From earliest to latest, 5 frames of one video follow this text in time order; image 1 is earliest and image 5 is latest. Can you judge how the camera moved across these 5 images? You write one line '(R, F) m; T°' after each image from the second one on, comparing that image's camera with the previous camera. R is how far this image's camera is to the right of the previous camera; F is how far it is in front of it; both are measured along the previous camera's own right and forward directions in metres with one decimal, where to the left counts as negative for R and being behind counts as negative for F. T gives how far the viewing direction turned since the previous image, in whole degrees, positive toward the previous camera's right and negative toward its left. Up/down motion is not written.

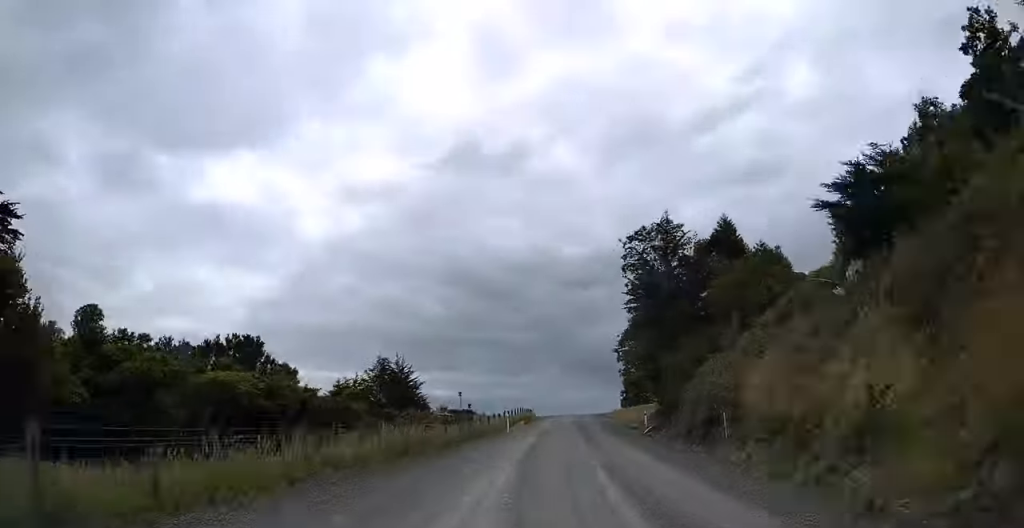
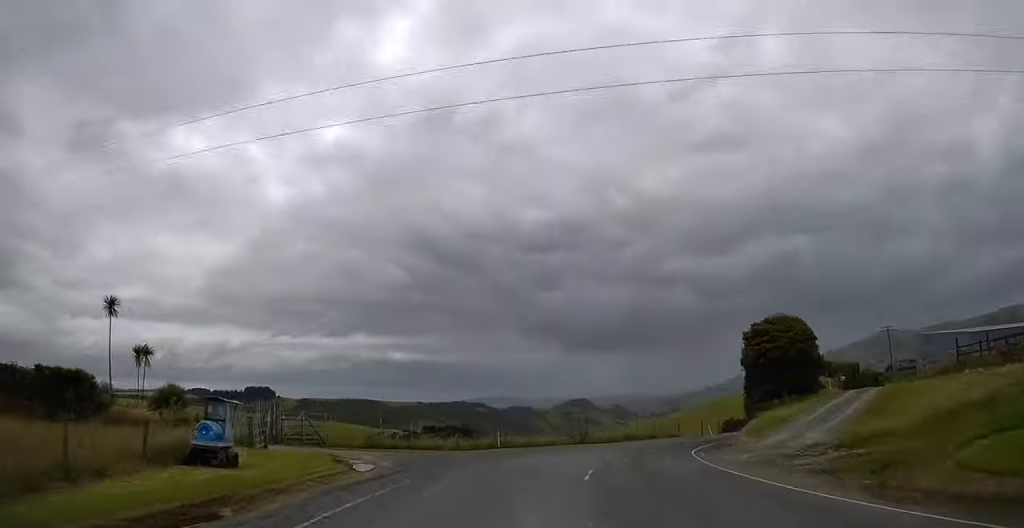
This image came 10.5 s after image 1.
(+5.6, +106.1) m; +13°
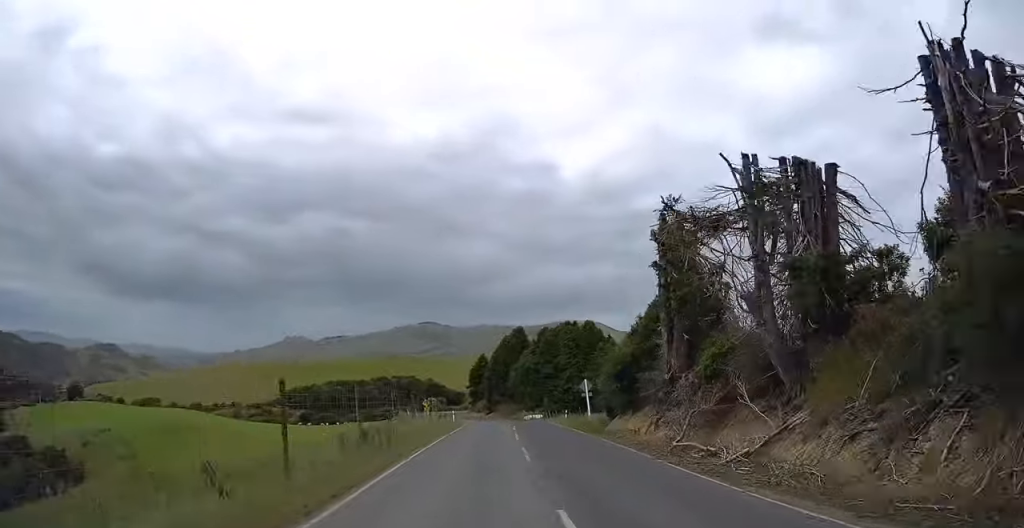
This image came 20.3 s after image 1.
(+34.7, +94.7) m; +26°
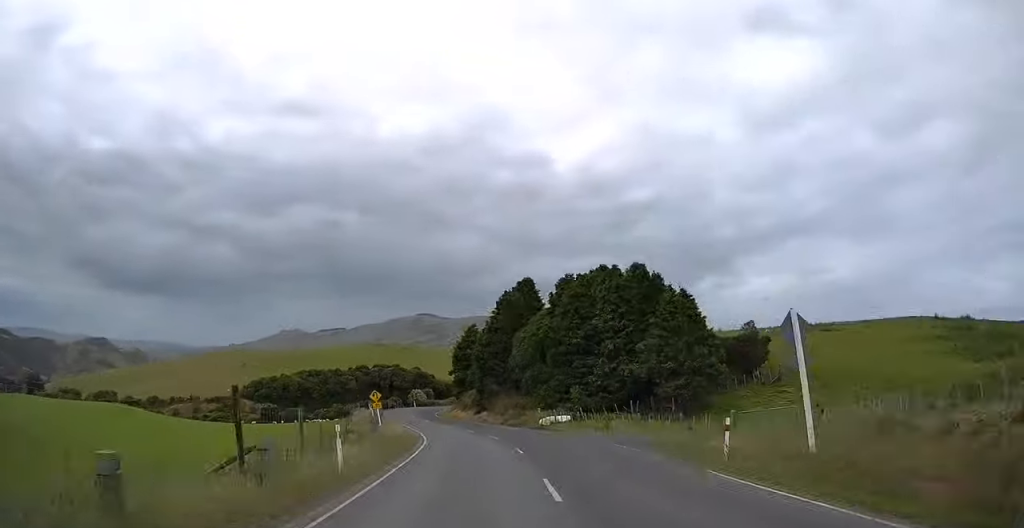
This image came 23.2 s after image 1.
(+0.6, +35.8) m; -1°
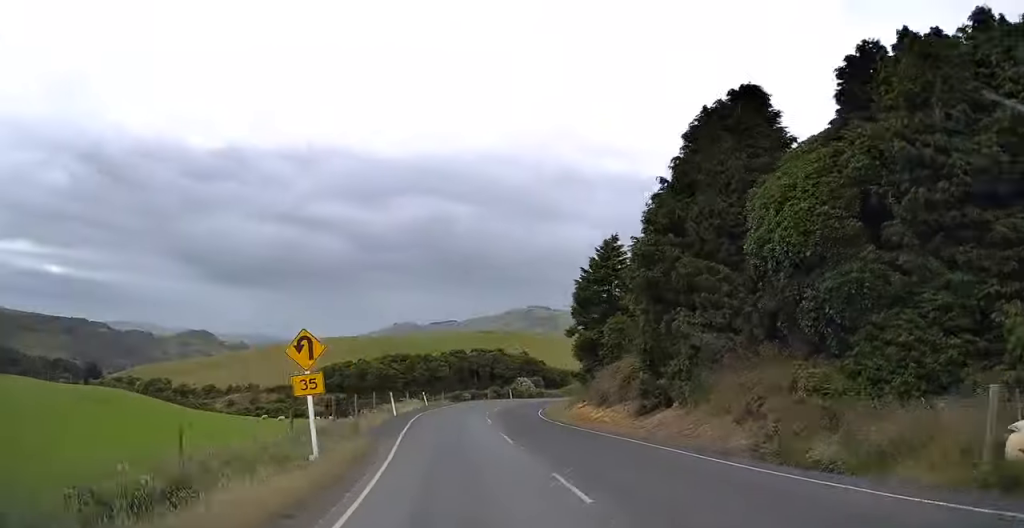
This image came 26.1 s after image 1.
(-2.0, +38.2) m; +1°
